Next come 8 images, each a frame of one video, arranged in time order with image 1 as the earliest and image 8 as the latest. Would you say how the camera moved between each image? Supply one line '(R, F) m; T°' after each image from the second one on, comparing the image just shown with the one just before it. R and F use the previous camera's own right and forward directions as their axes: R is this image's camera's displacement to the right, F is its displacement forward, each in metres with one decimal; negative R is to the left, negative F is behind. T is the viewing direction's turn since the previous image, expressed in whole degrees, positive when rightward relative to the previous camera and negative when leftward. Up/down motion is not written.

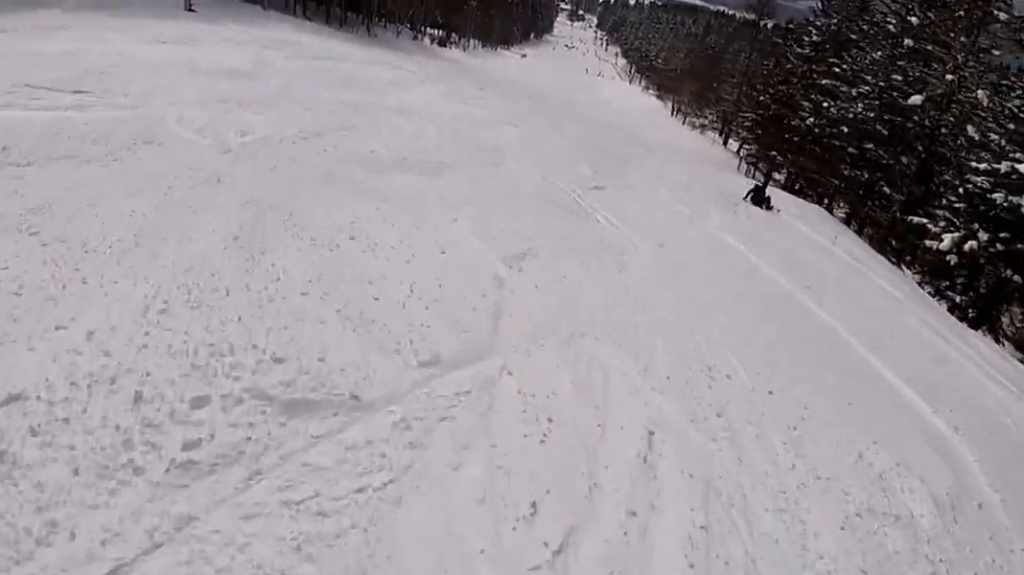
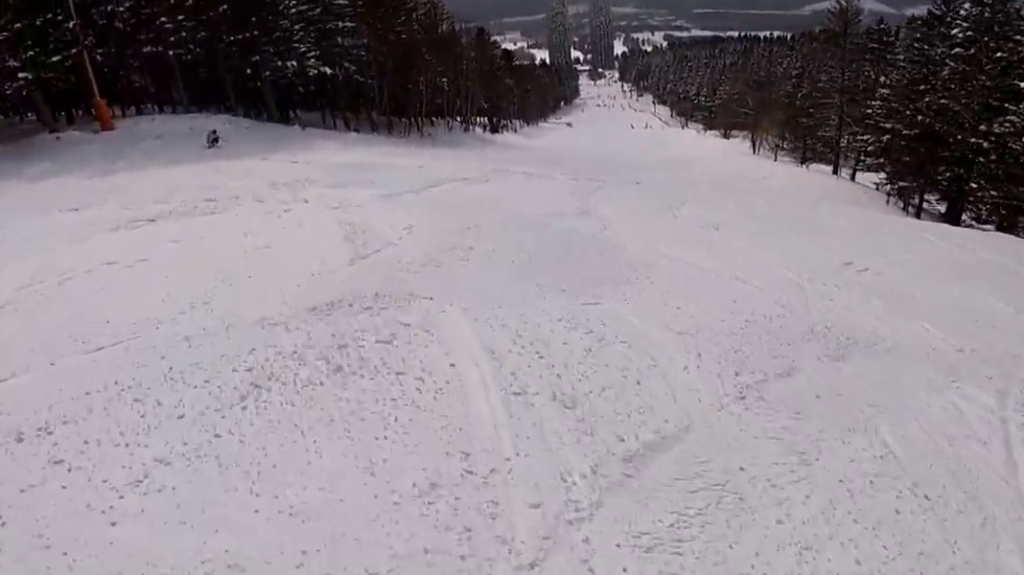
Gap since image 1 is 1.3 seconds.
(-1.2, +12.7) m; +2°
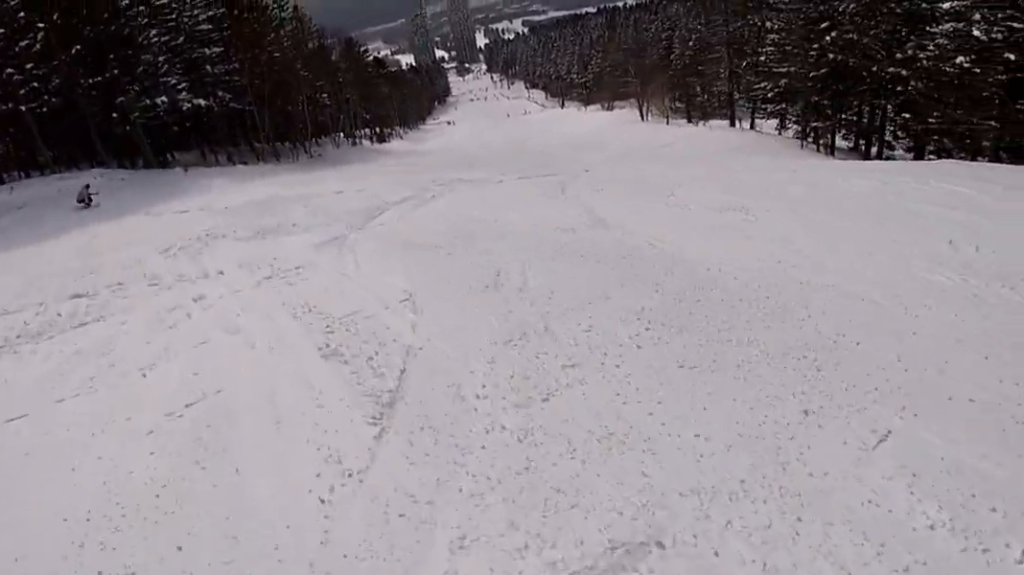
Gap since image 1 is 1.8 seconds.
(+0.3, +4.3) m; +9°
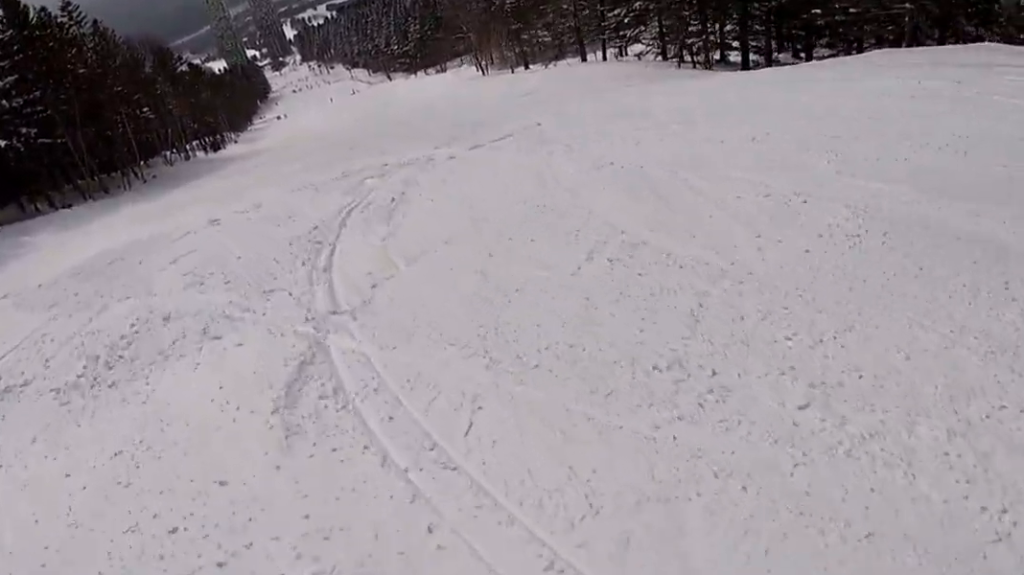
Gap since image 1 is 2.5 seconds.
(+0.4, +7.1) m; +18°
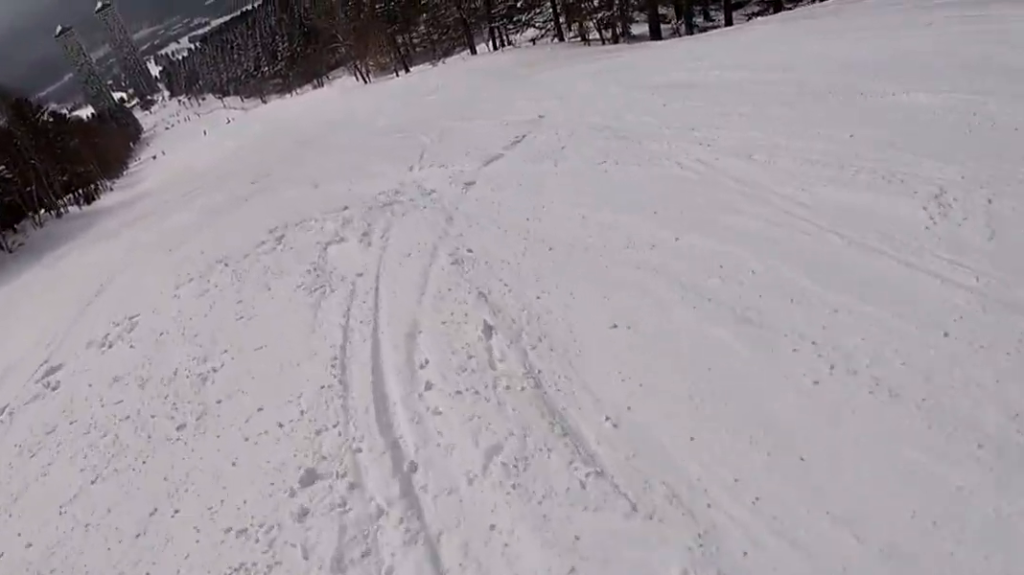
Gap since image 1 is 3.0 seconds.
(+1.5, +5.6) m; +11°
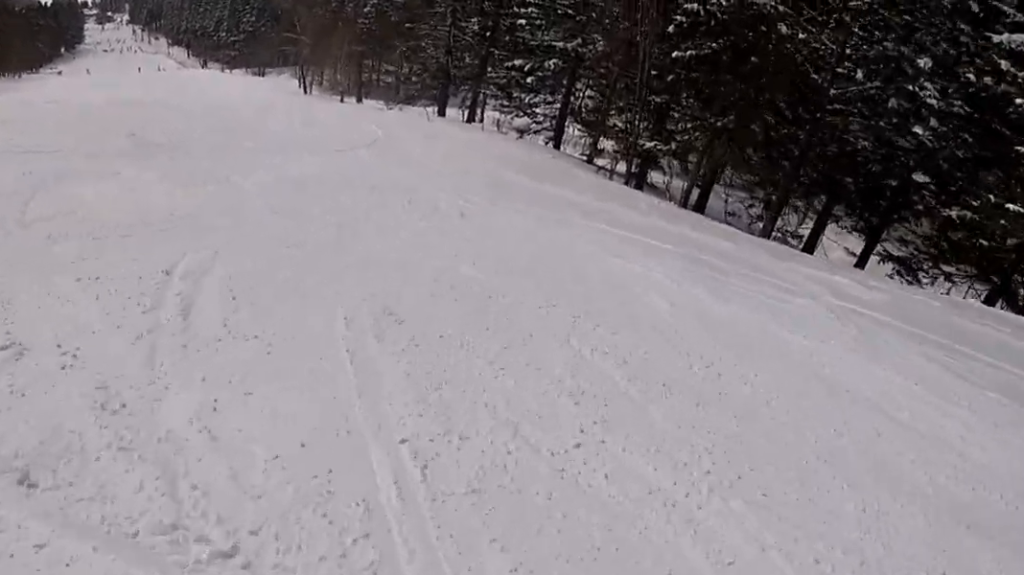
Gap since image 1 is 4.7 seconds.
(+3.2, +17.4) m; +13°
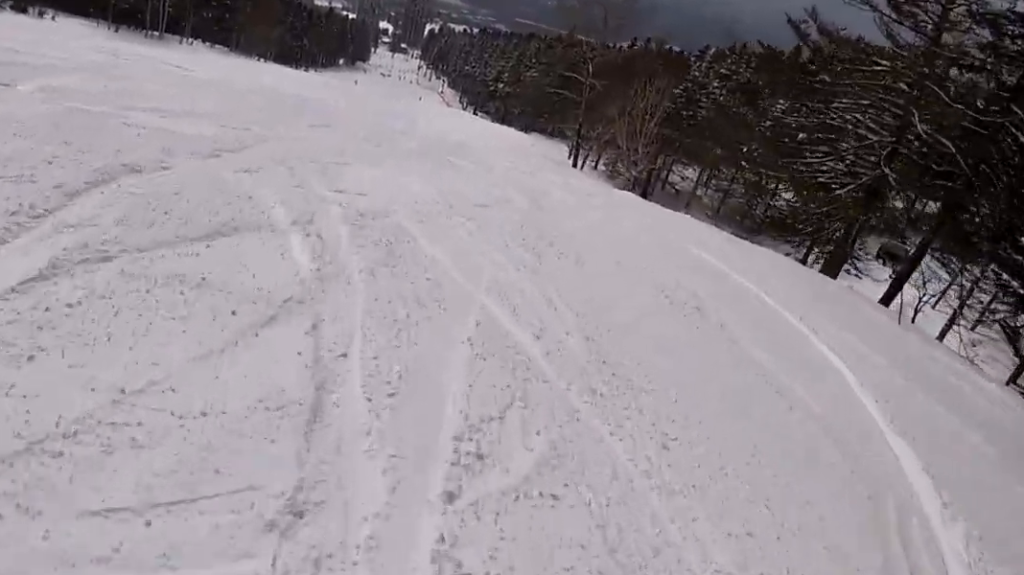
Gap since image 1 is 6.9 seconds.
(-7.4, +23.5) m; -37°
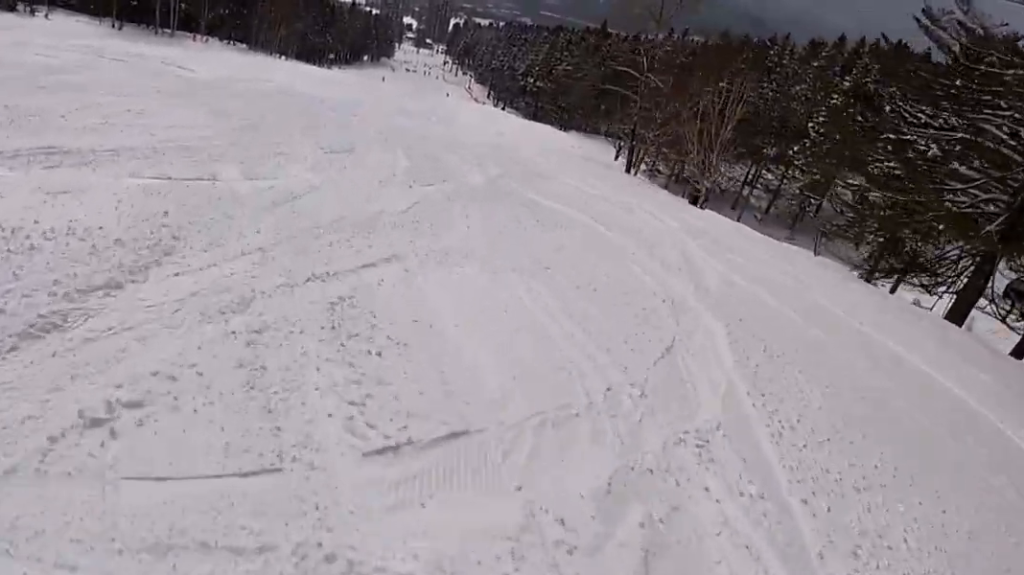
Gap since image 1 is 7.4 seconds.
(-0.3, +4.7) m; -2°
